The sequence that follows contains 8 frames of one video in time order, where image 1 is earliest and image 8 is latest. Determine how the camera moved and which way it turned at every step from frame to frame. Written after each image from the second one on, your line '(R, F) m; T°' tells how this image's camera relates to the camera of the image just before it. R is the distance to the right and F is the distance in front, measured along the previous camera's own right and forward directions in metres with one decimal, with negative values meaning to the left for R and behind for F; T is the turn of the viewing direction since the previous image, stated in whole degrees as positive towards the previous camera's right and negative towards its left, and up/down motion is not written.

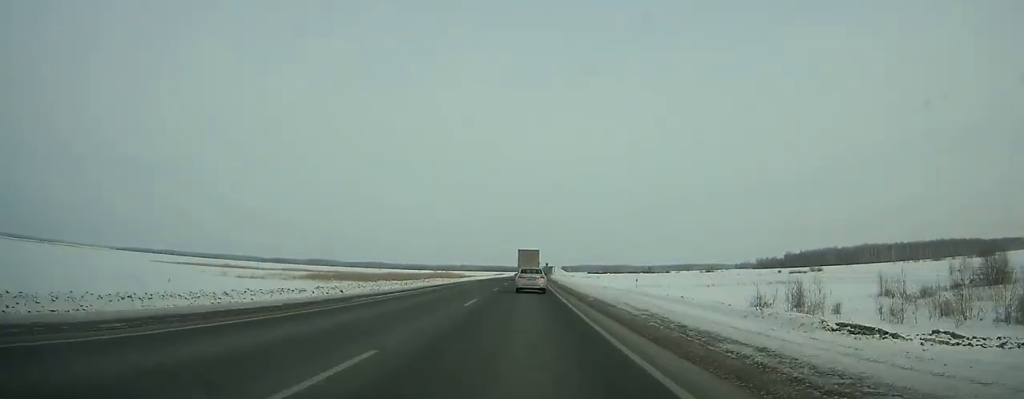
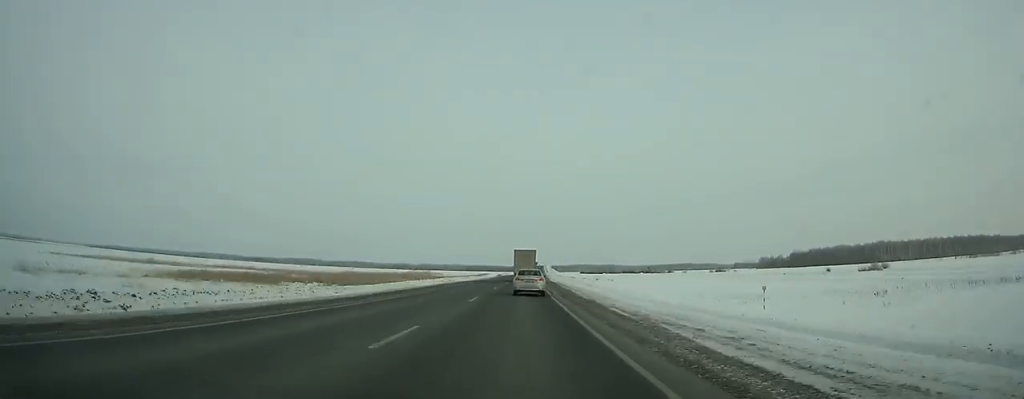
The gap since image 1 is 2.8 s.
(+0.3, +58.7) m; +1°
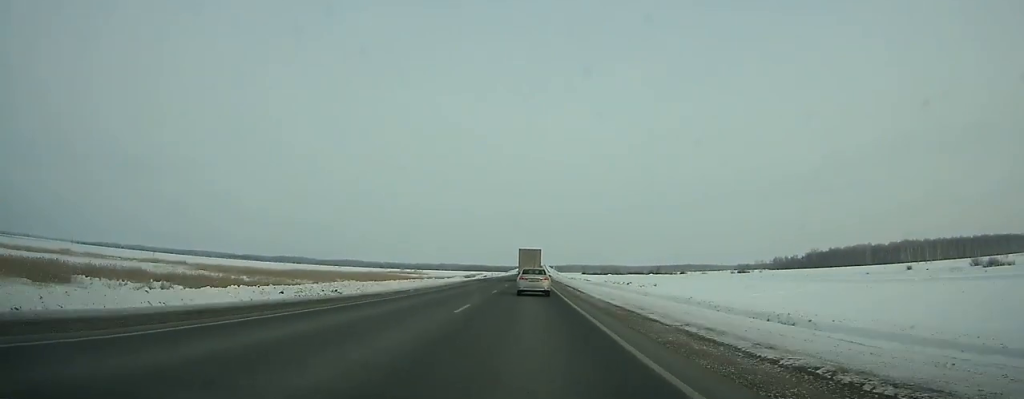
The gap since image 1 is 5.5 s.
(+0.4, +55.6) m; +1°
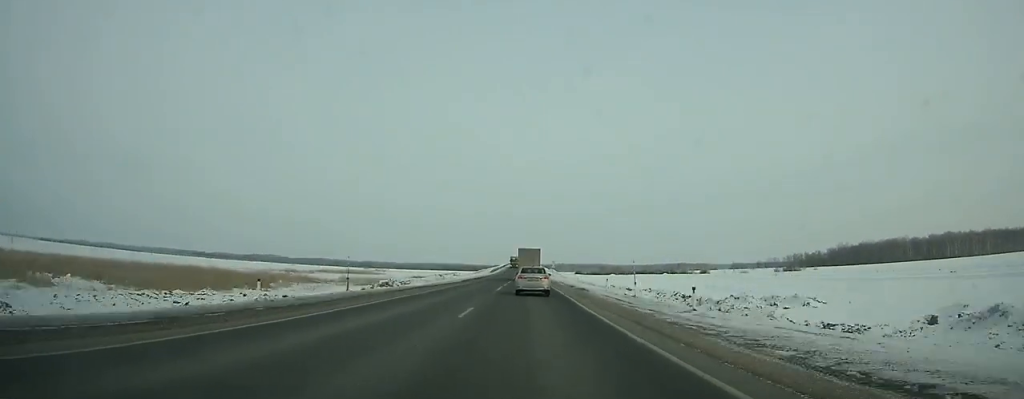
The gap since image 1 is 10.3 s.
(+1.0, +97.5) m; +1°
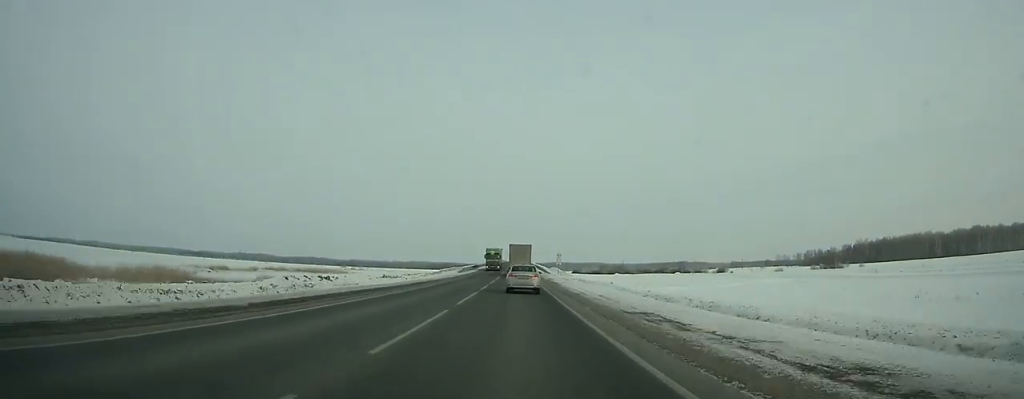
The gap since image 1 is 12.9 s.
(+0.6, +52.6) m; 0°
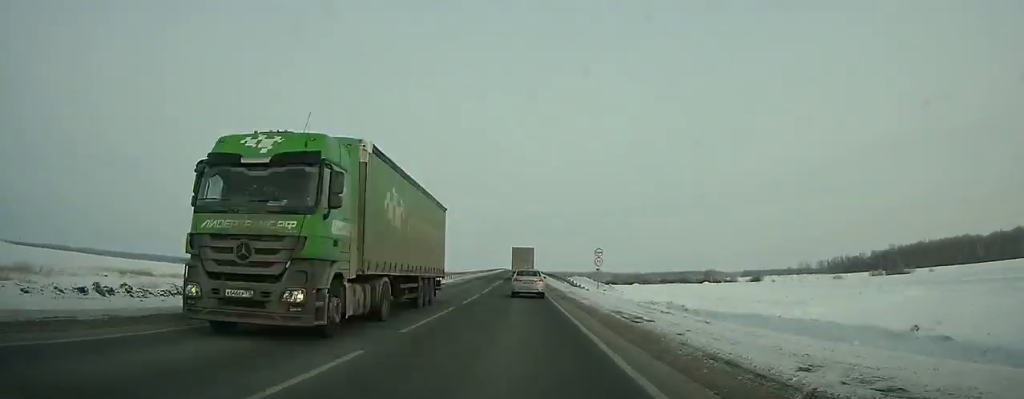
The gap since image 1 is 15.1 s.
(-0.2, +44.4) m; 0°
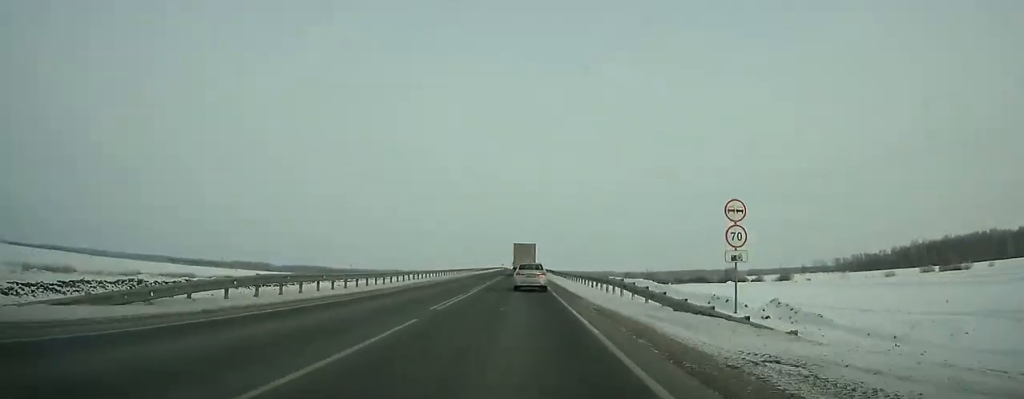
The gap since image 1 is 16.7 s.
(0.0, +32.3) m; 0°
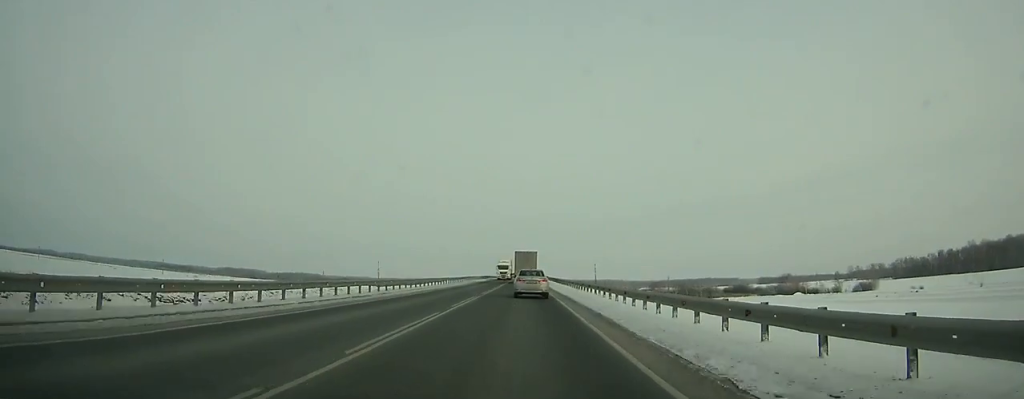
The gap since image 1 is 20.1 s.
(-0.1, +68.5) m; 0°
